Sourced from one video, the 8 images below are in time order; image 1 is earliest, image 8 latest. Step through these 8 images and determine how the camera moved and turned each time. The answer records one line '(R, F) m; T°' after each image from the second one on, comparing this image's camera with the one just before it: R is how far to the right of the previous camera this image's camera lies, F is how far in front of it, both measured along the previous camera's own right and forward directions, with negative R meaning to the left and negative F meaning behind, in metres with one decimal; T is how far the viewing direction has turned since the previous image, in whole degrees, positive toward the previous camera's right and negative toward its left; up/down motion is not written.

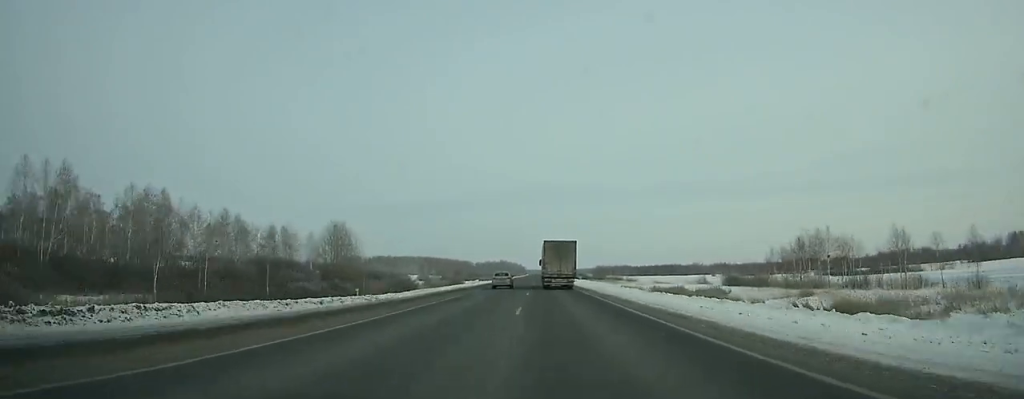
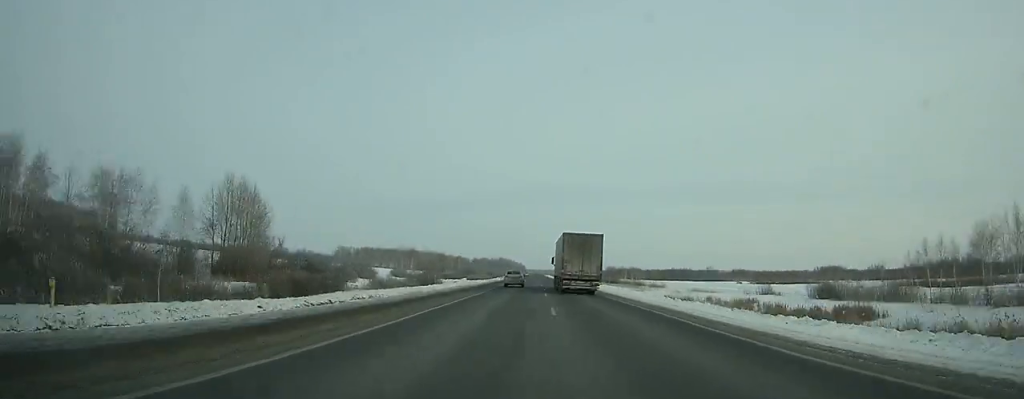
(-0.1, +48.7) m; 0°
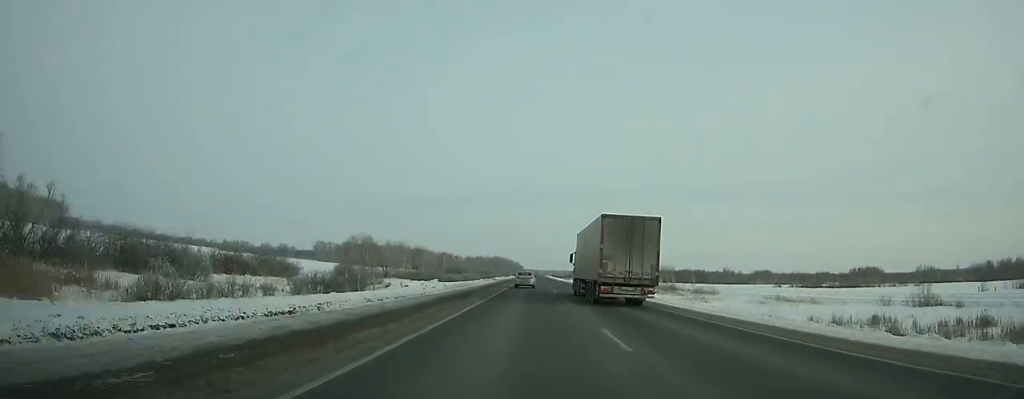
(0.0, +56.3) m; 0°
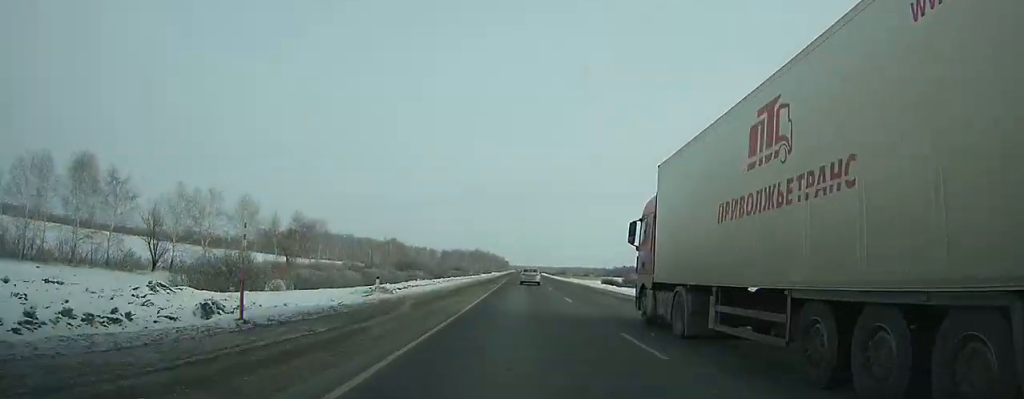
(+0.9, +98.0) m; +1°
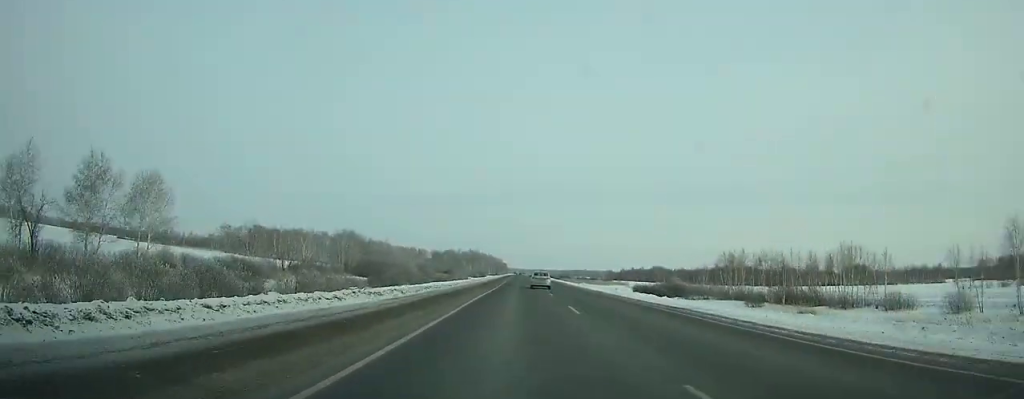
(+0.3, +53.5) m; +1°
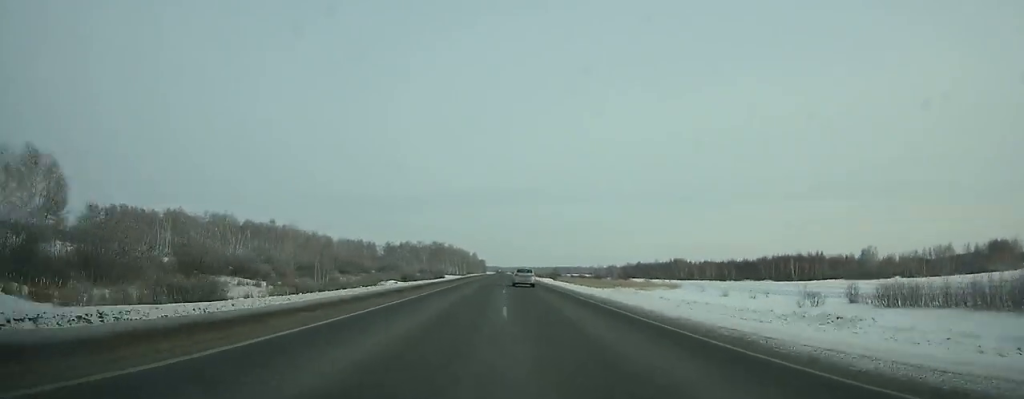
(+1.2, +114.0) m; +1°
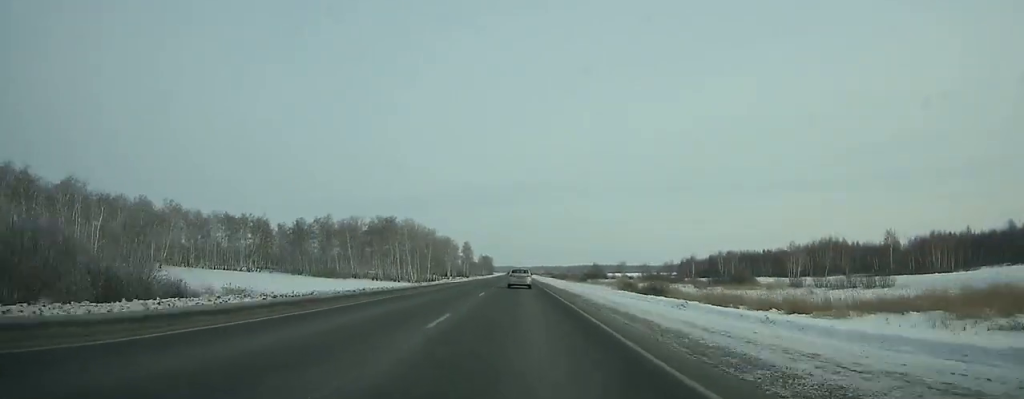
(-1.8, +181.0) m; -1°
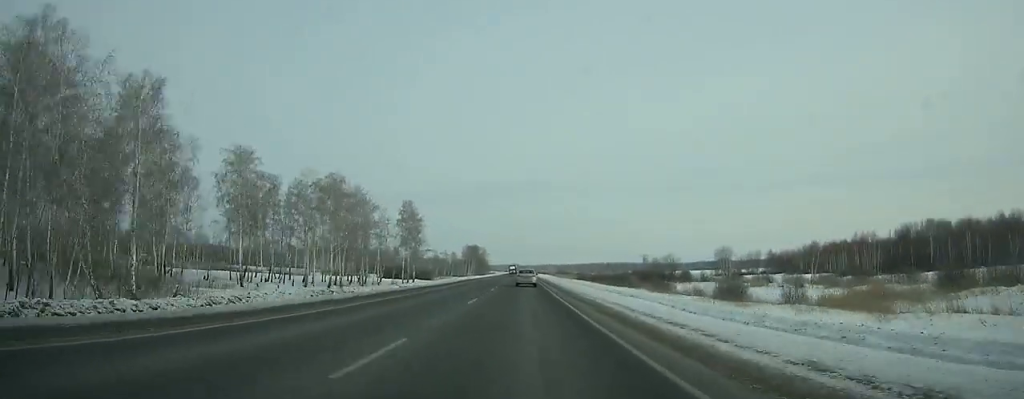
(-0.3, +151.3) m; 0°
